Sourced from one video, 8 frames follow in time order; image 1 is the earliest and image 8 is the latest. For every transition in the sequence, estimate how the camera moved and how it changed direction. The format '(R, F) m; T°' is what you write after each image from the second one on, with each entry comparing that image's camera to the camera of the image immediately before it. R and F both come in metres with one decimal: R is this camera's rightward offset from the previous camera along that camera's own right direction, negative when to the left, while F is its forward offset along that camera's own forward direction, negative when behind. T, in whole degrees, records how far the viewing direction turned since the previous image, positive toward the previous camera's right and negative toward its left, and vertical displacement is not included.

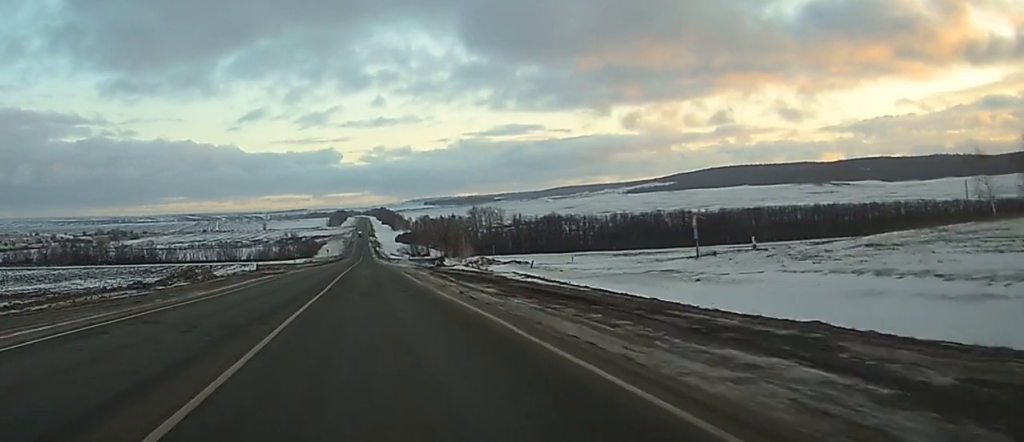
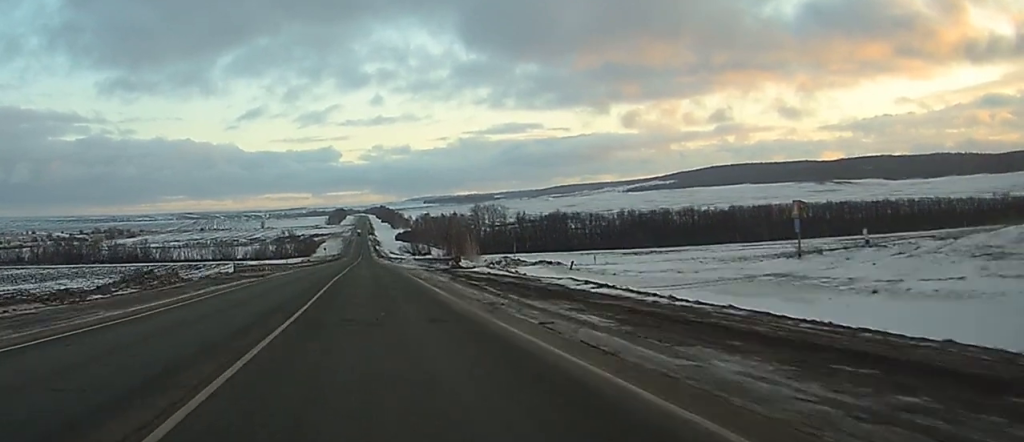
(0.0, +12.7) m; 0°
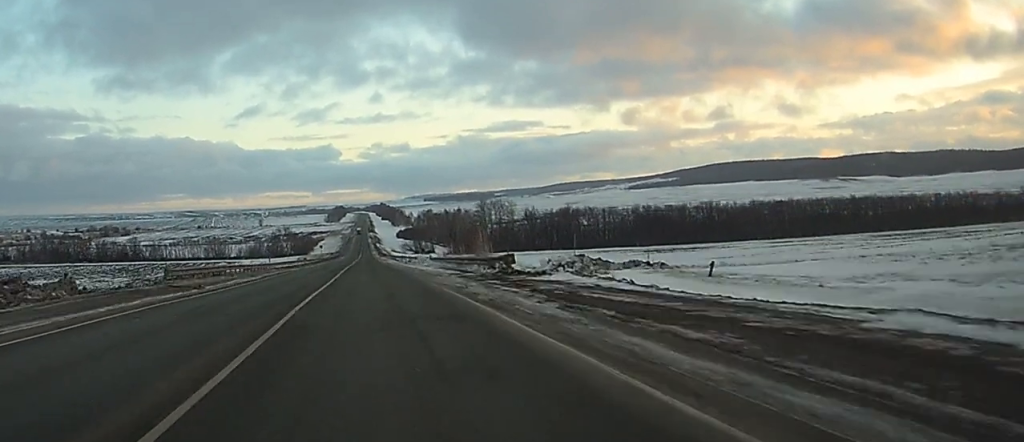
(0.0, +21.6) m; 0°
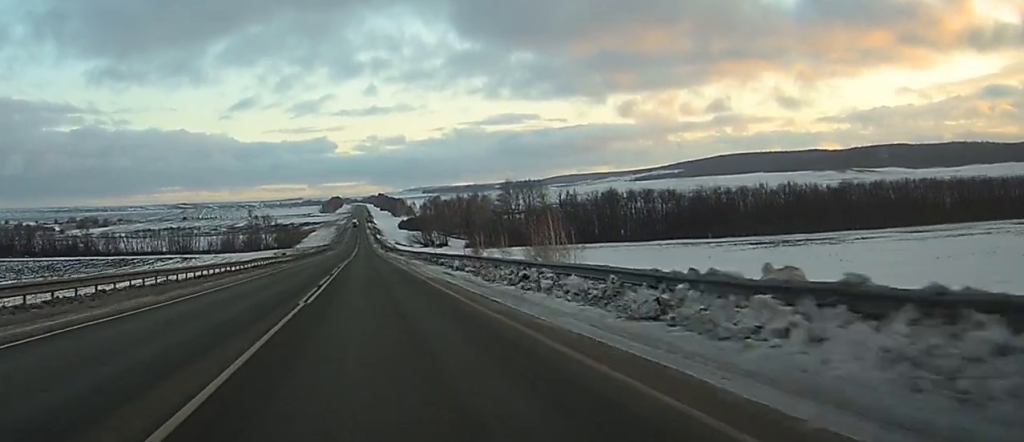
(-0.1, +75.6) m; 0°
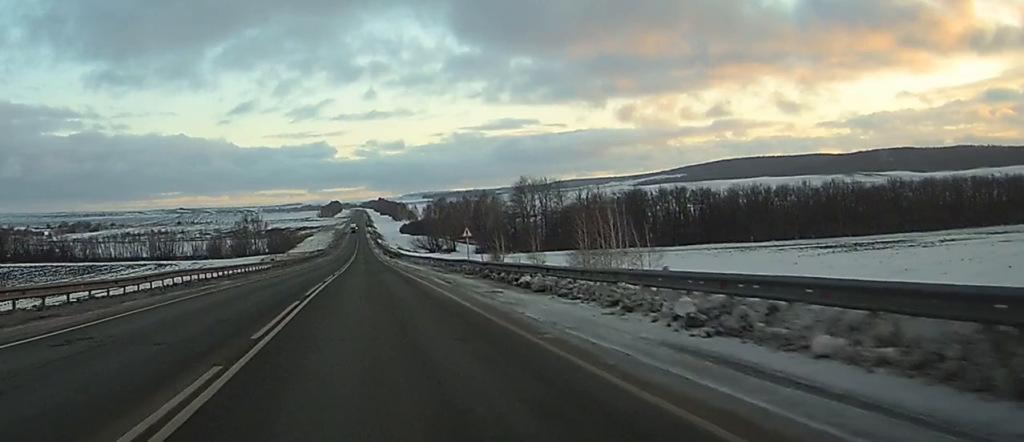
(0.0, +30.4) m; 0°
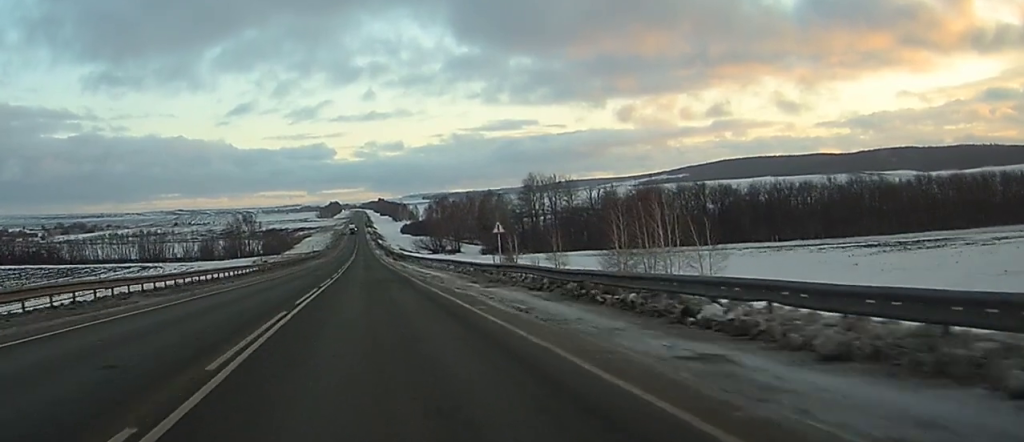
(0.0, +15.3) m; 0°
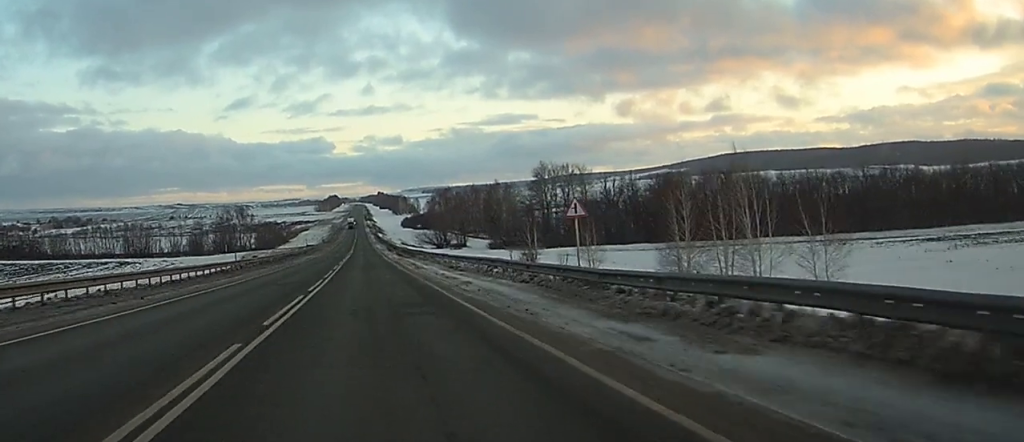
(0.0, +18.4) m; 0°
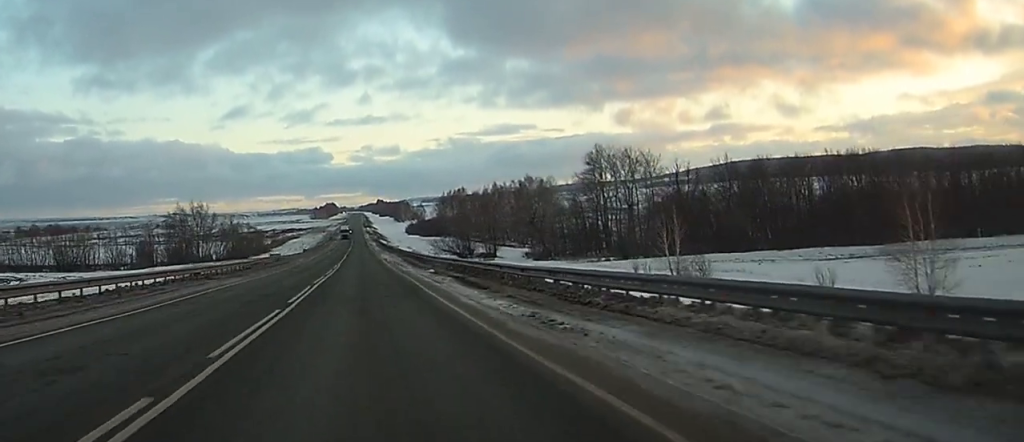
(-0.3, +63.8) m; 0°
